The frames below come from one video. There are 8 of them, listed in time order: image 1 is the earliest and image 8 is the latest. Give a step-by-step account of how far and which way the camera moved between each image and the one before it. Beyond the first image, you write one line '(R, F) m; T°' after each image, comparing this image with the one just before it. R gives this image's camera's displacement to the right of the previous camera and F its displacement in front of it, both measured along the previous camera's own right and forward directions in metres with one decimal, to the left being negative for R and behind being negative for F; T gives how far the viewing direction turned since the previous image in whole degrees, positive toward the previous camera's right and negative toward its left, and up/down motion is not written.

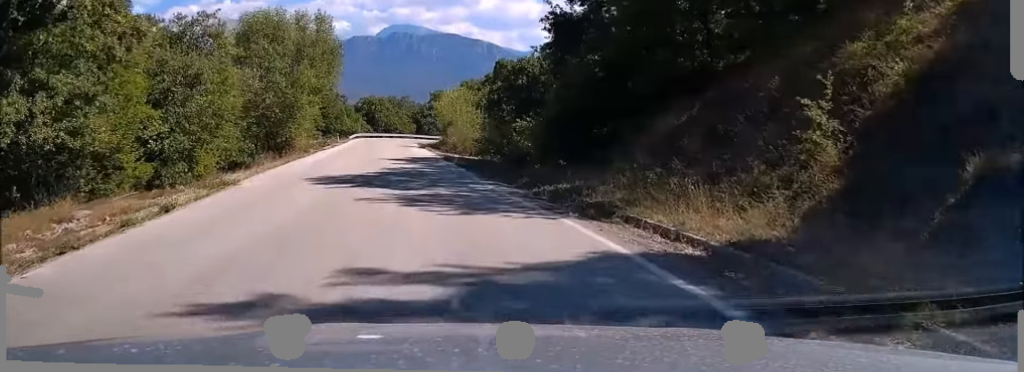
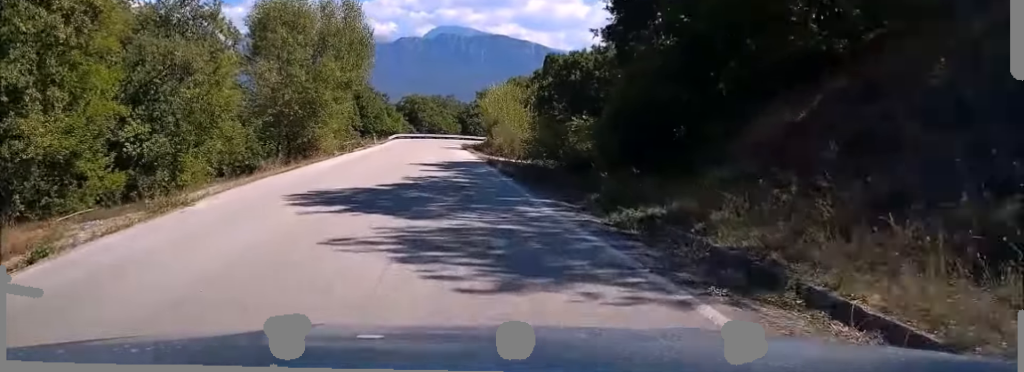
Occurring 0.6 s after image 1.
(-0.4, +5.5) m; -5°
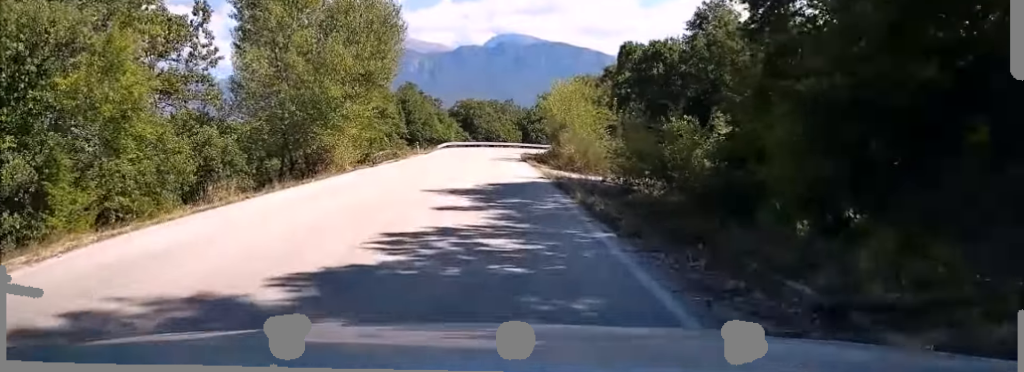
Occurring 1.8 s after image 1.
(-0.8, +10.6) m; -7°
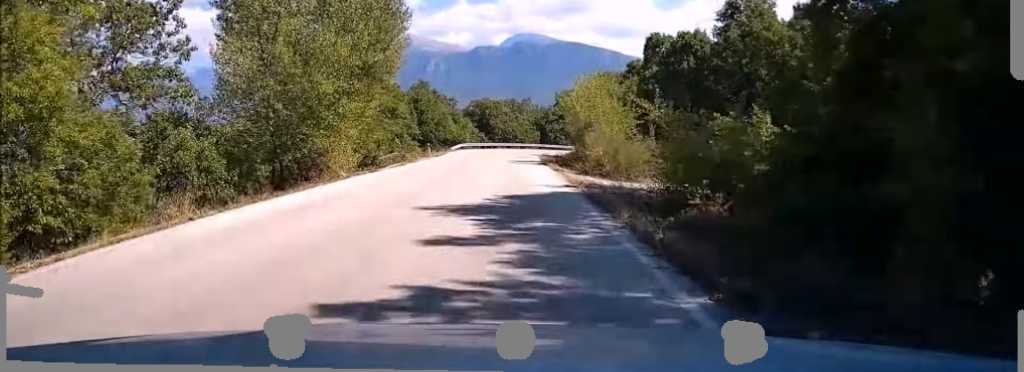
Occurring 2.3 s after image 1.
(-0.1, +3.9) m; -2°
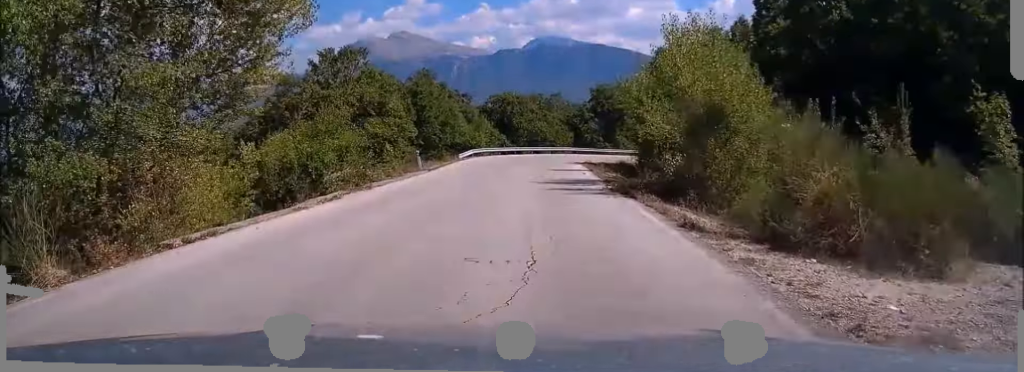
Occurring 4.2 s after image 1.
(-0.7, +18.0) m; -2°
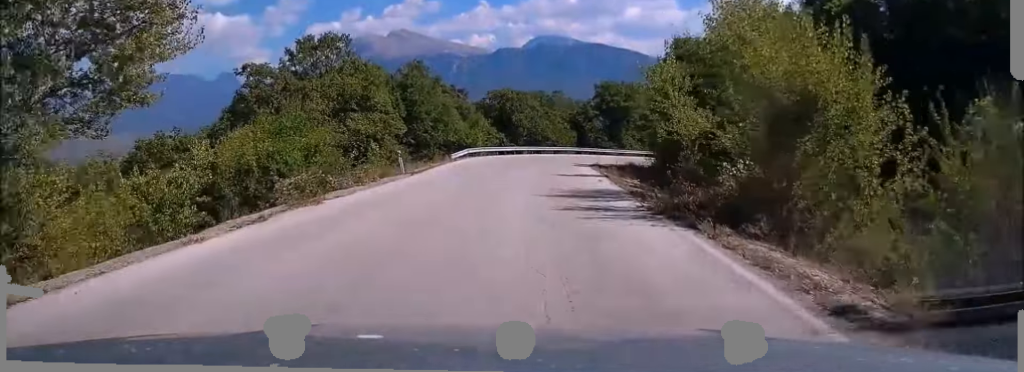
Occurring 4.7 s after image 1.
(0.0, +5.2) m; +1°
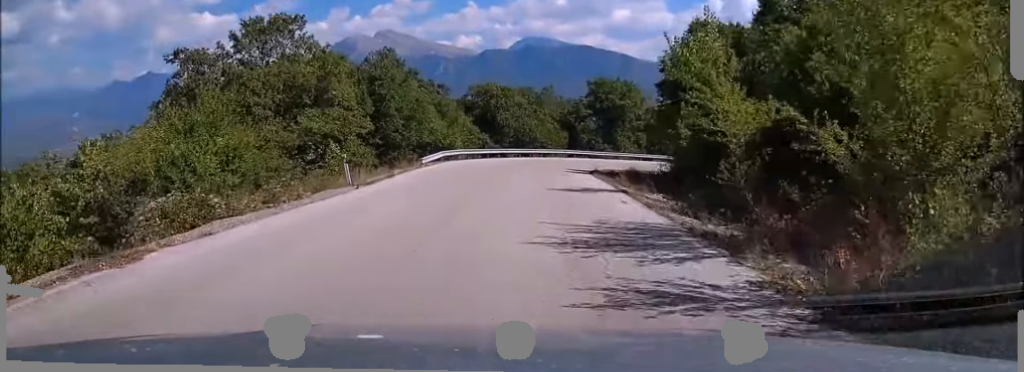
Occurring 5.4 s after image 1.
(+0.1, +7.6) m; +2°
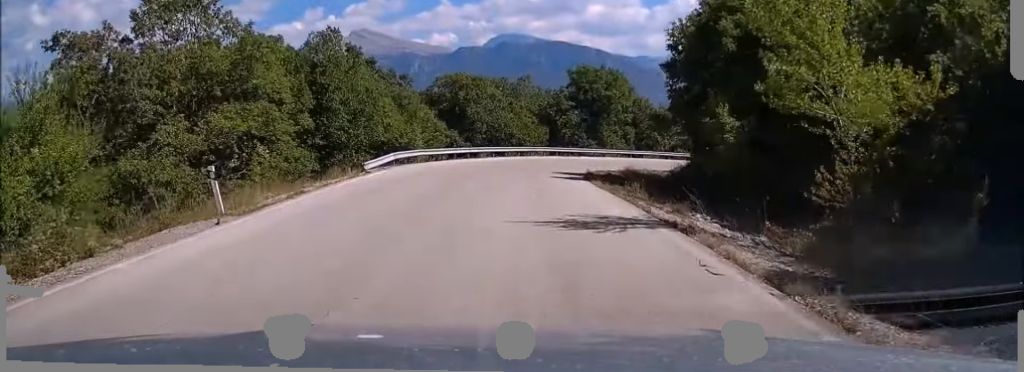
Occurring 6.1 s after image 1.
(+0.2, +8.3) m; +2°
